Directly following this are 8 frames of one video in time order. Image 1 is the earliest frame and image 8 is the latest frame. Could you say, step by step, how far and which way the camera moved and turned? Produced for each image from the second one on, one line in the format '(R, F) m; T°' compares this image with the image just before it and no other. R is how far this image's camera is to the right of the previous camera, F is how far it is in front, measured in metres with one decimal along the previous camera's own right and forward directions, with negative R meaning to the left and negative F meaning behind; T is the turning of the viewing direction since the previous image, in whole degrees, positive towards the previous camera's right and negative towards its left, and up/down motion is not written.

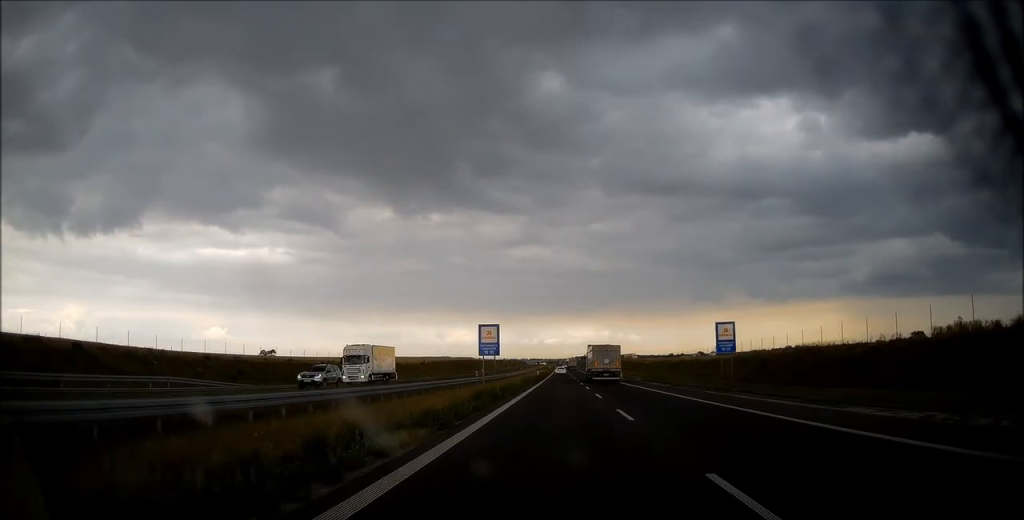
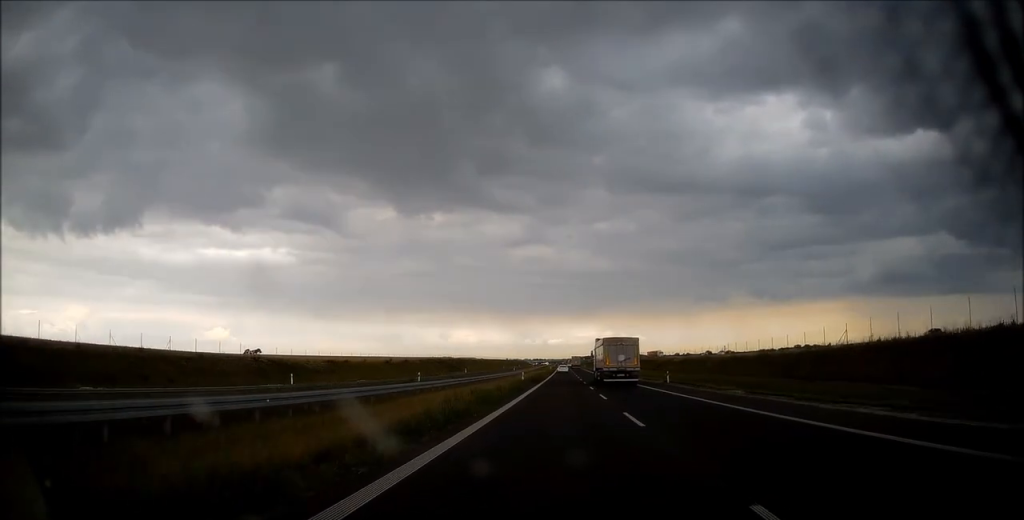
(-0.1, +37.6) m; 0°
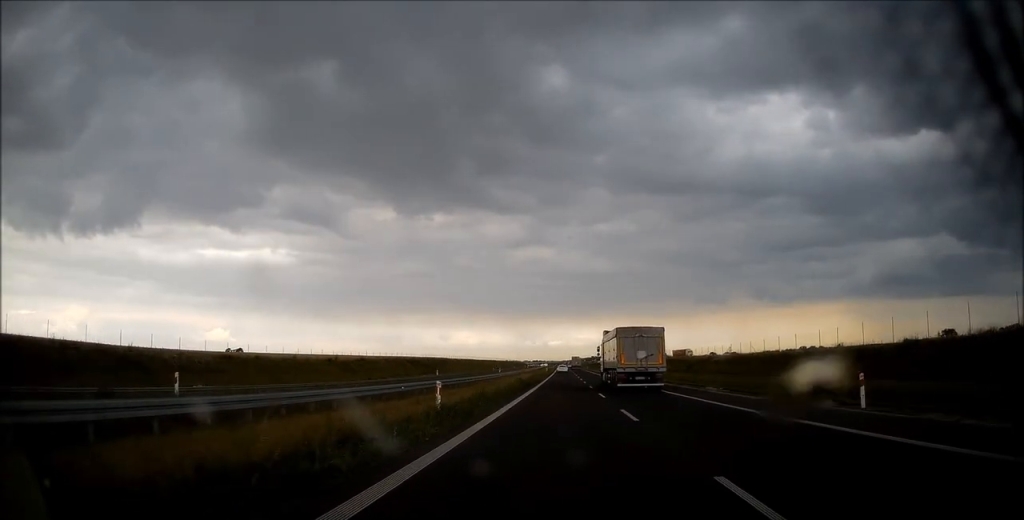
(0.0, +34.2) m; 0°
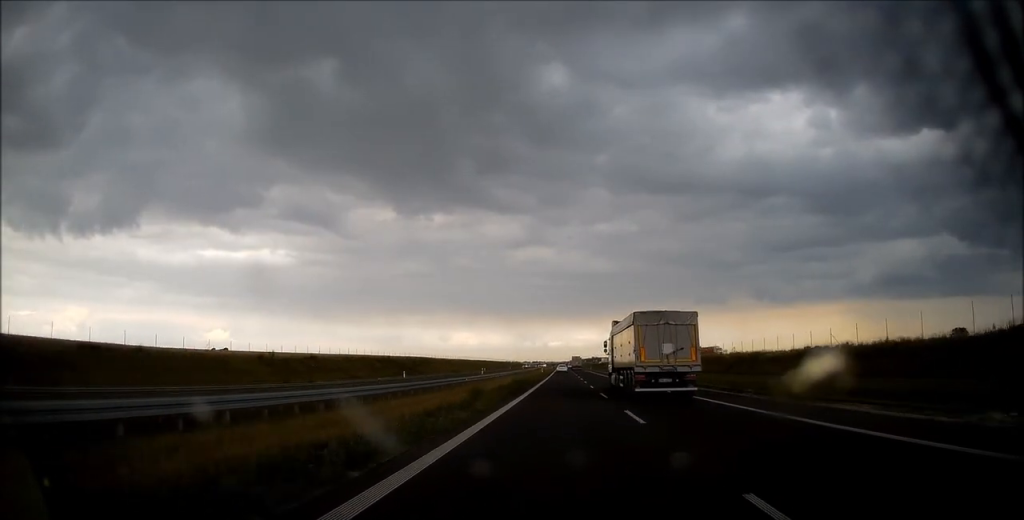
(0.0, +24.9) m; 0°
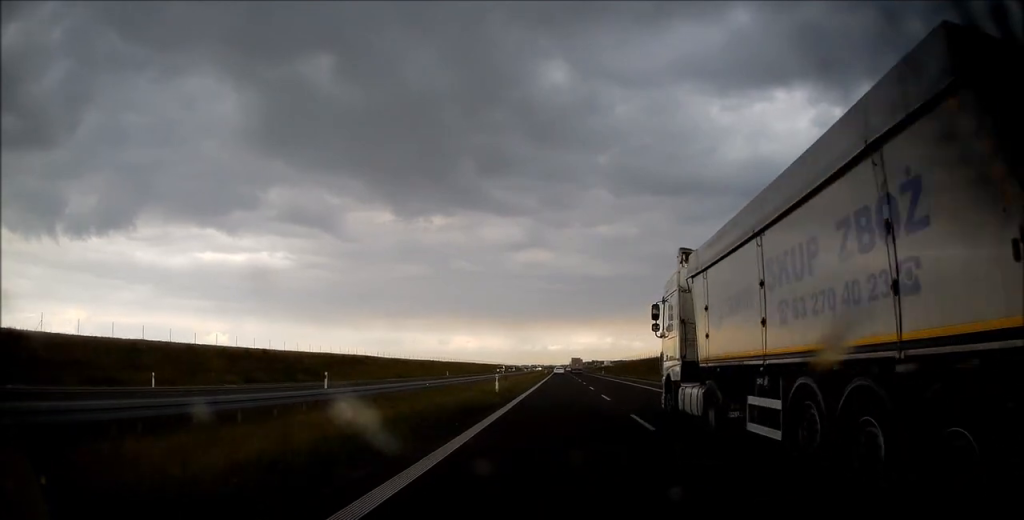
(-0.1, +61.2) m; 0°
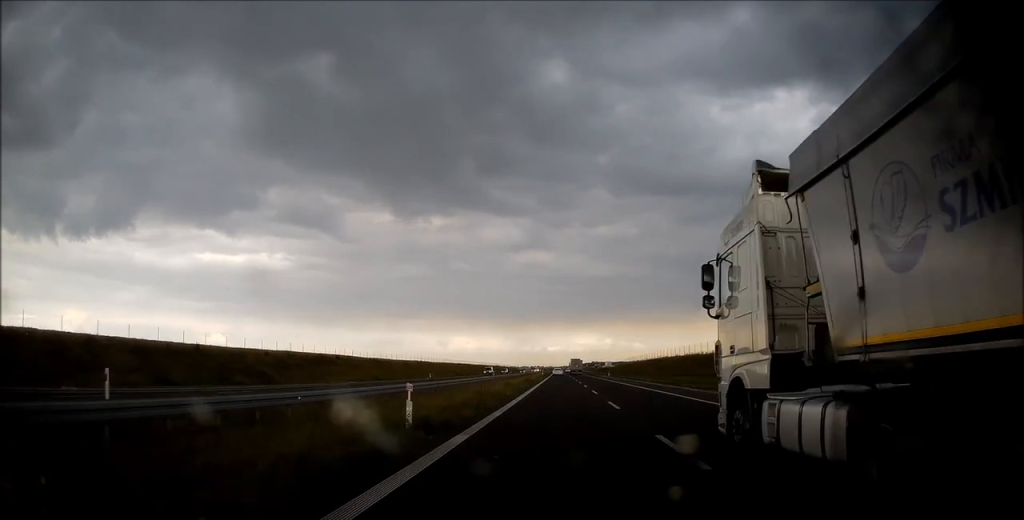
(0.0, +16.9) m; 0°
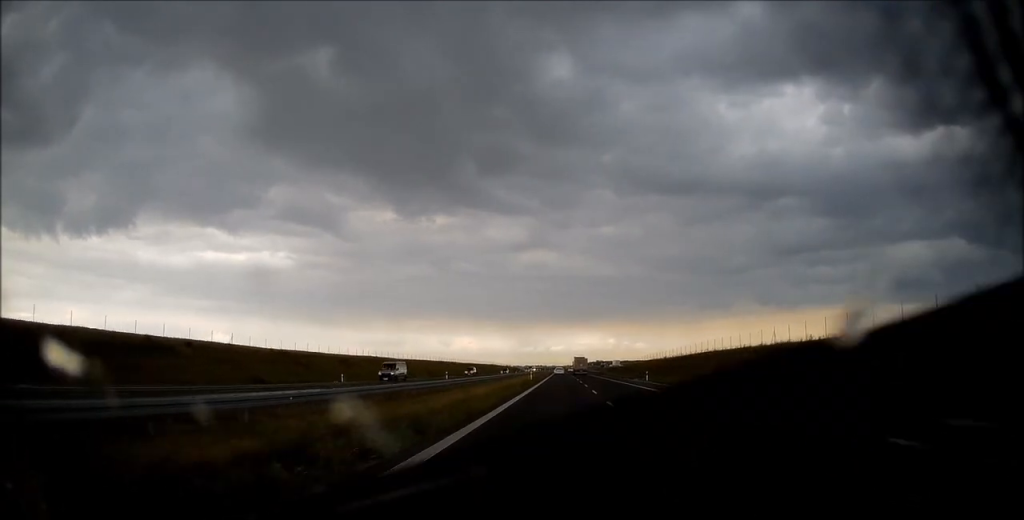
(0.0, +48.6) m; 0°
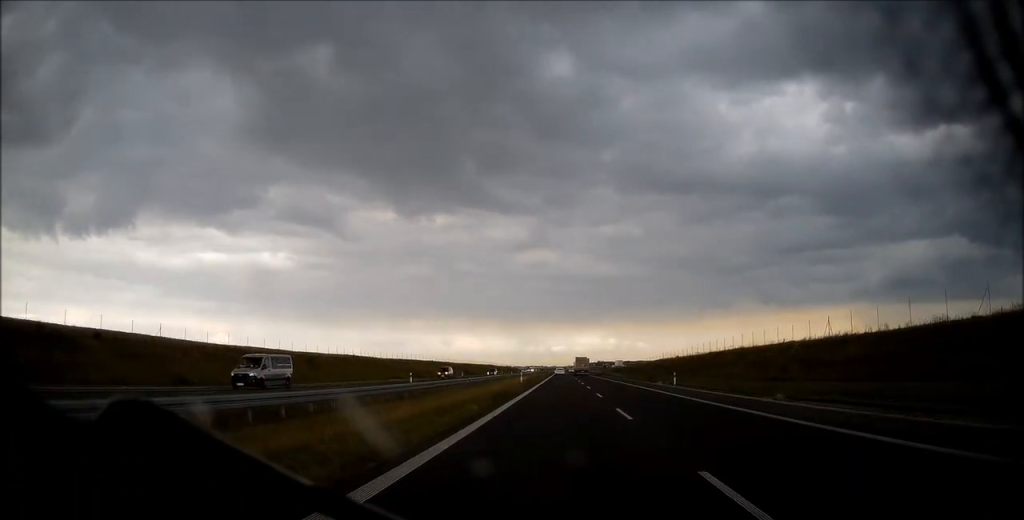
(-0.1, +15.8) m; 0°
